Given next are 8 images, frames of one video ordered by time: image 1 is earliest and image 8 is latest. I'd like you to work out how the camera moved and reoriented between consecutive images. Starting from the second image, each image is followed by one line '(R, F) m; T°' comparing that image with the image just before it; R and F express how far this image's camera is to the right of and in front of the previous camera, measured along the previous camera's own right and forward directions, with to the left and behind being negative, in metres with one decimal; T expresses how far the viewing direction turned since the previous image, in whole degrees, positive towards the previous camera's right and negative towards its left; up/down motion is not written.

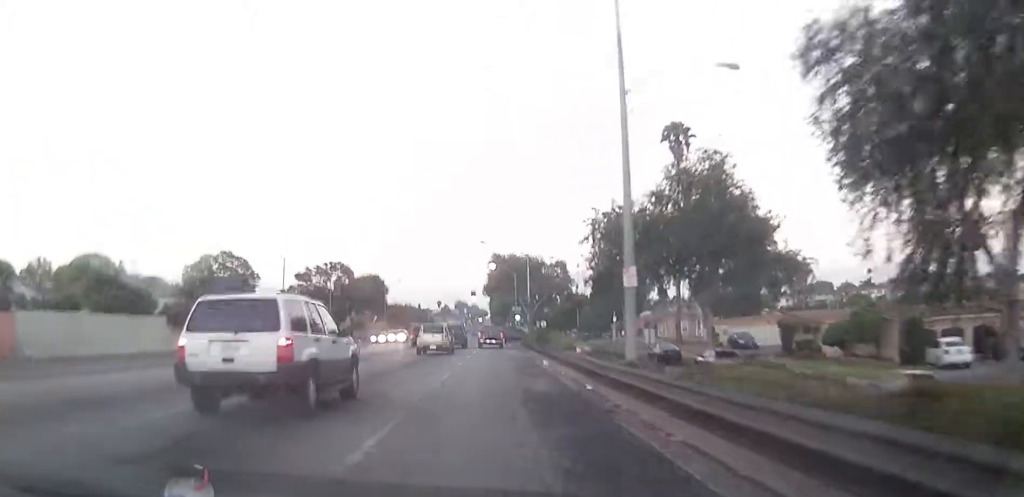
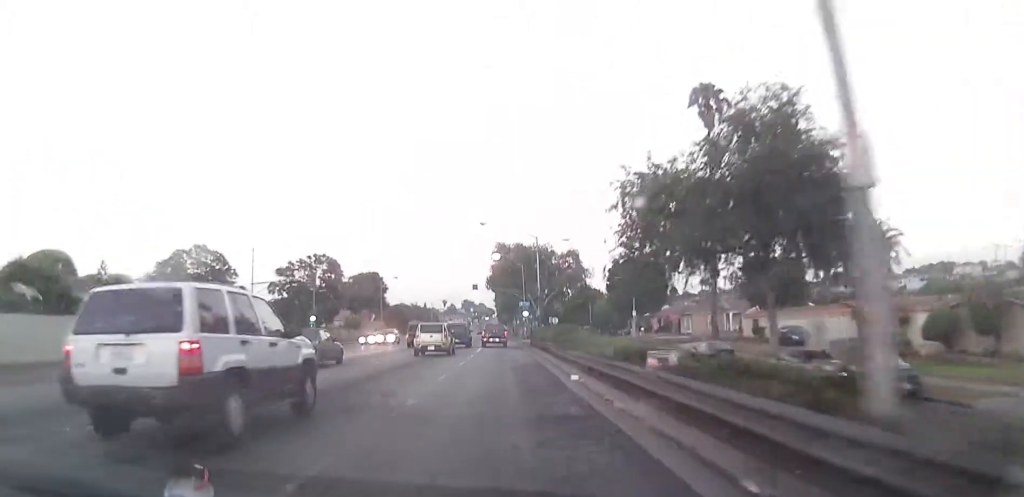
(+0.2, +10.1) m; 0°
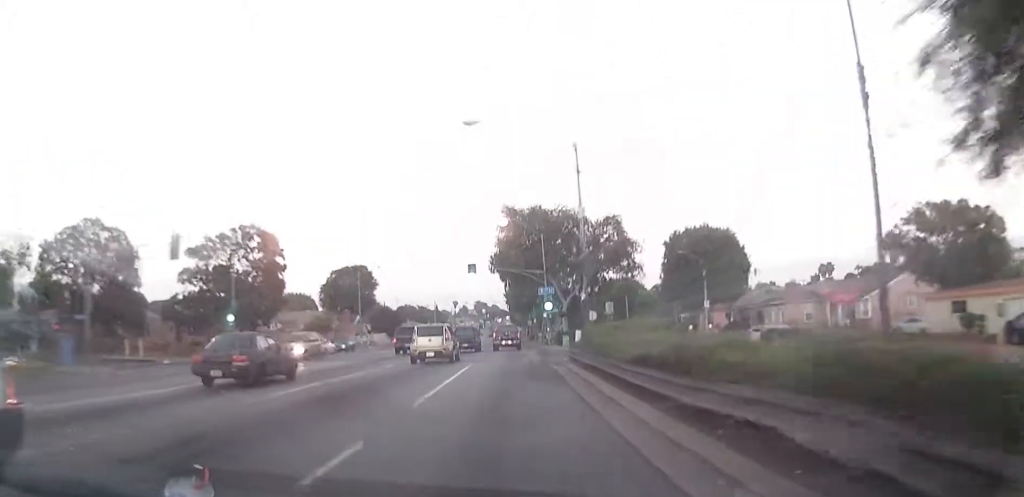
(-0.9, +26.9) m; -4°
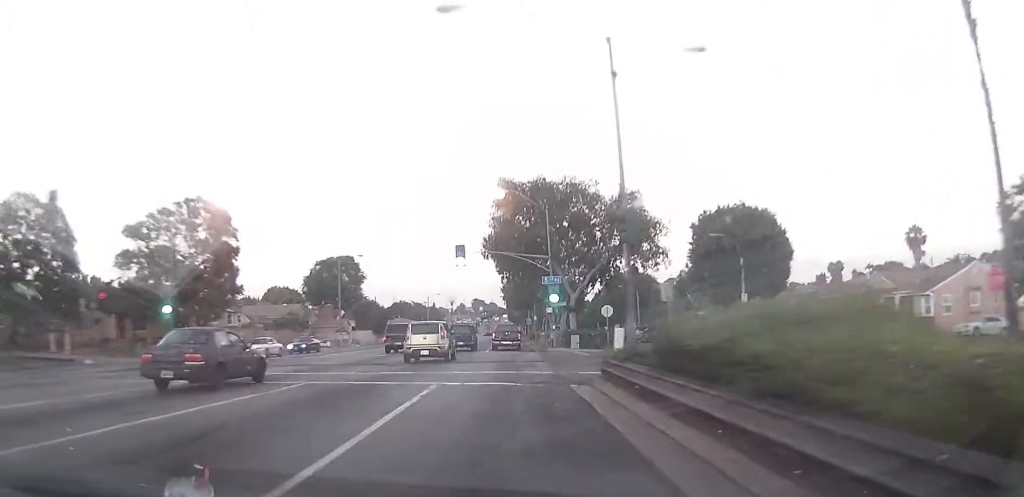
(0.0, +10.2) m; 0°
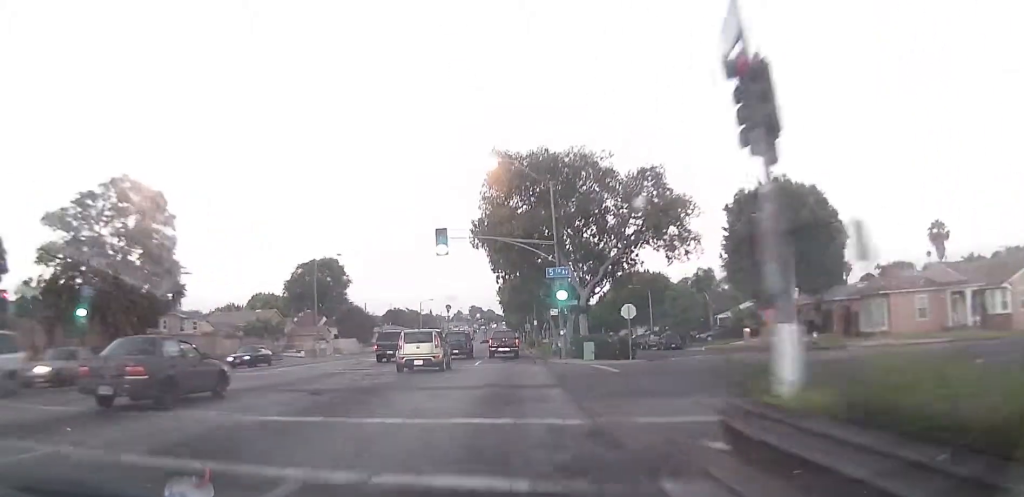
(0.0, +9.3) m; 0°
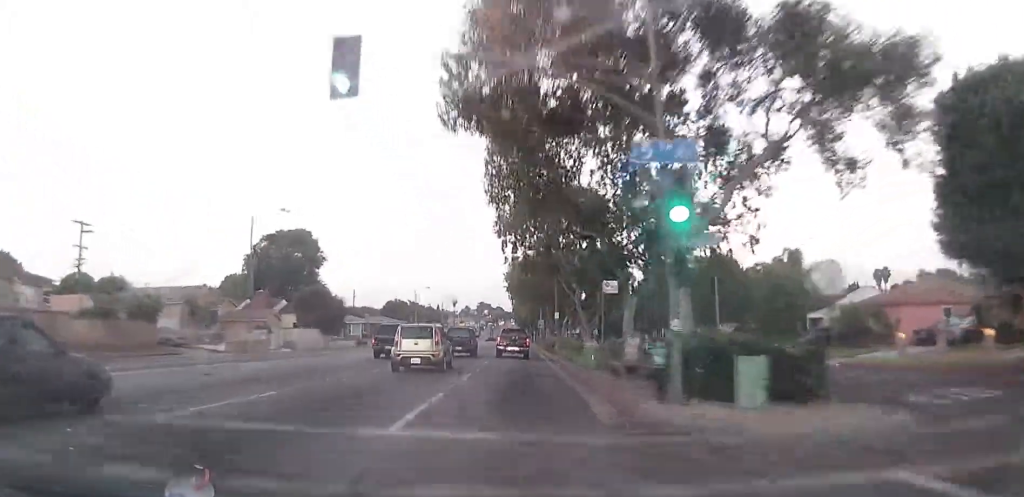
(0.0, +21.9) m; -1°
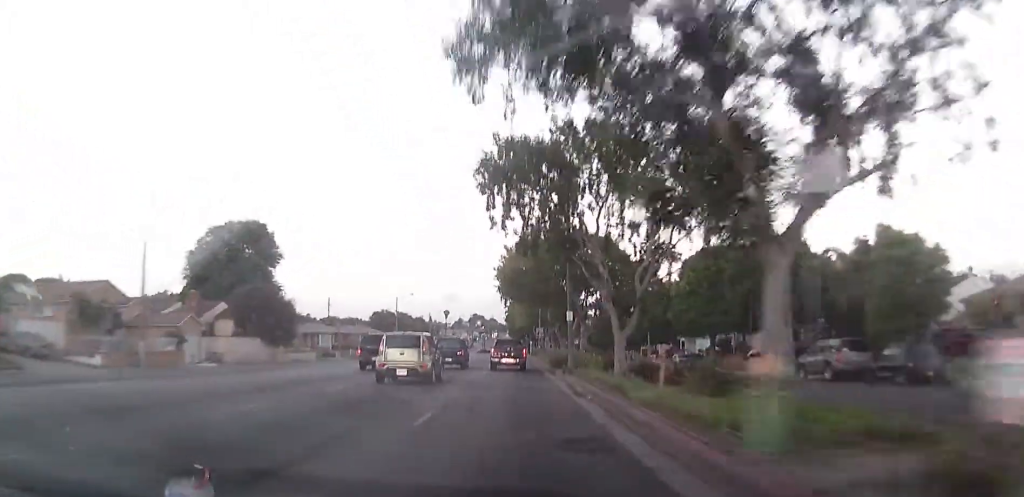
(-0.2, +16.0) m; -1°
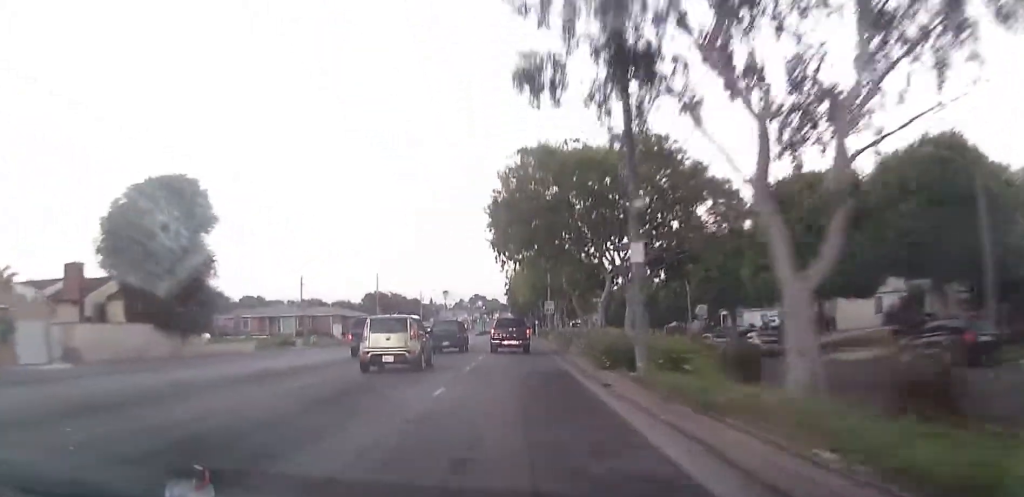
(-0.2, +18.7) m; +1°
